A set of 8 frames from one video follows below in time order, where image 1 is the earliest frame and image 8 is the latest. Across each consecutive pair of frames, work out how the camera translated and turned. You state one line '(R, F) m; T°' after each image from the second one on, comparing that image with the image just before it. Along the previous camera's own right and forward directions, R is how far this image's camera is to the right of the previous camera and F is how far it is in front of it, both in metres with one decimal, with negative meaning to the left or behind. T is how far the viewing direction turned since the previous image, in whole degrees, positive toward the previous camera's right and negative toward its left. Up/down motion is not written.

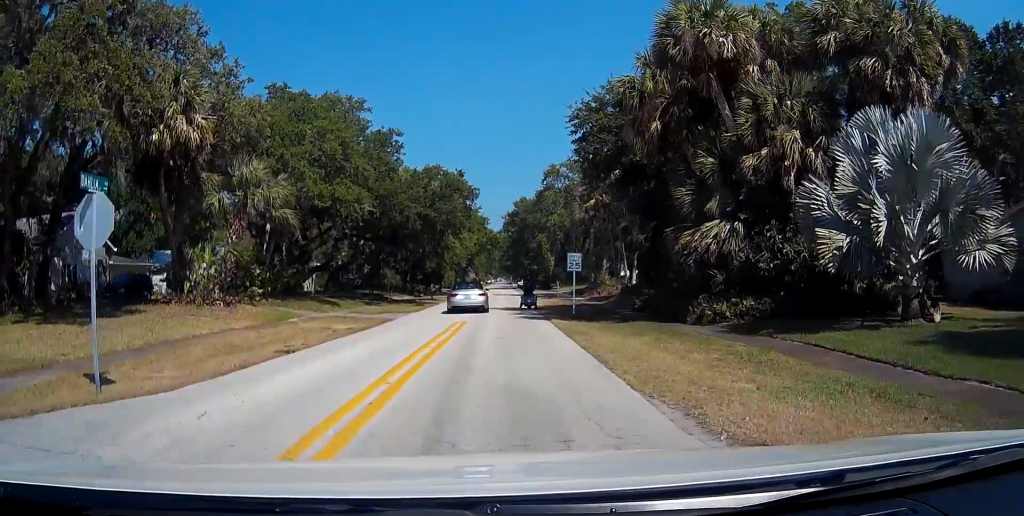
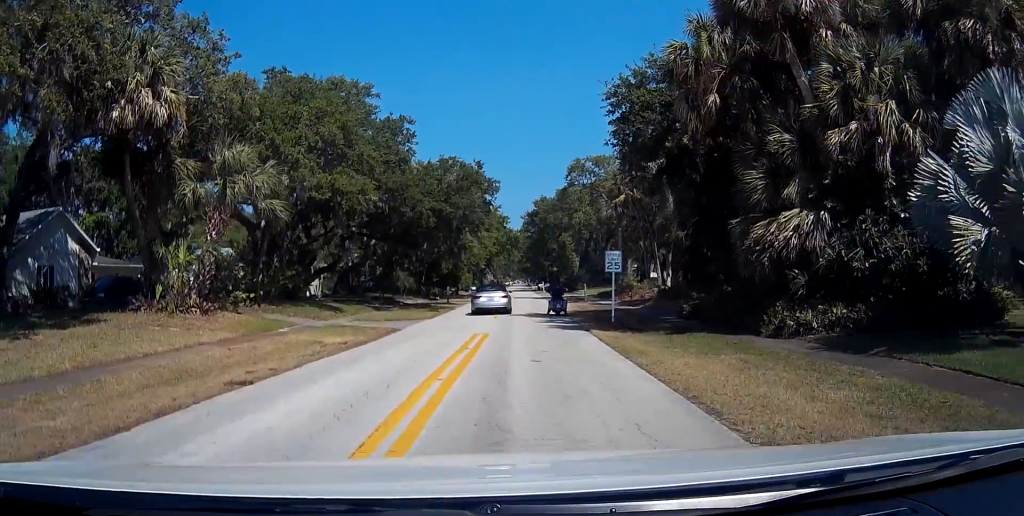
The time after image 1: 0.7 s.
(0.0, +4.6) m; 0°
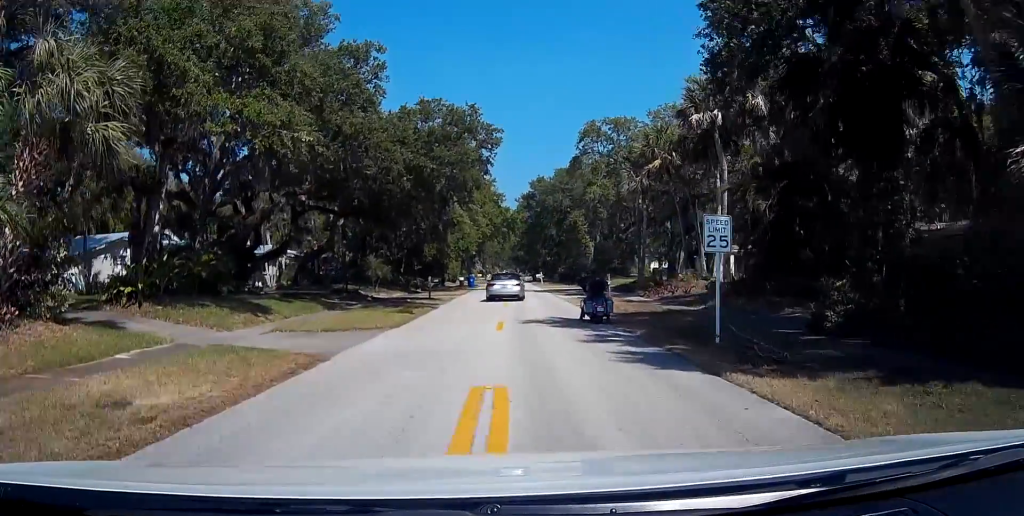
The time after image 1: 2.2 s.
(+0.1, +11.8) m; +2°
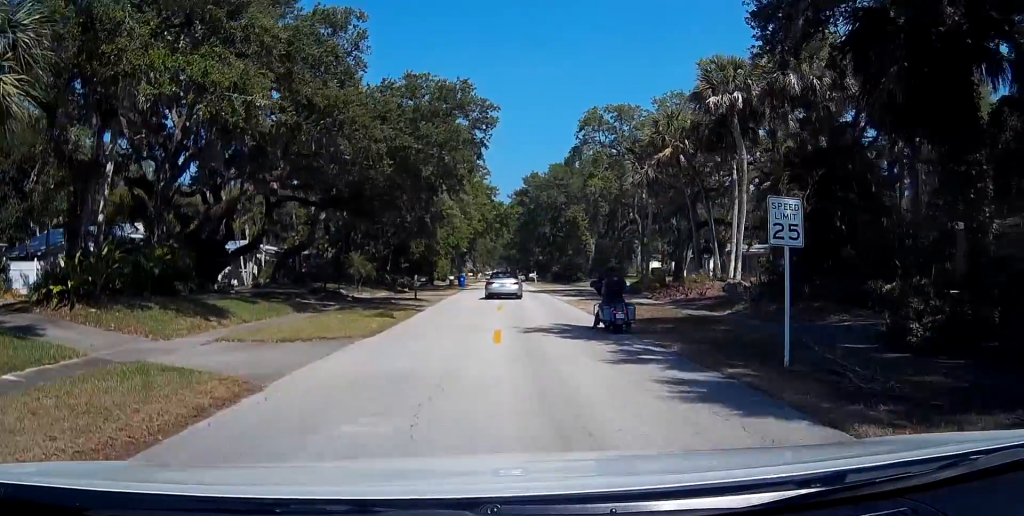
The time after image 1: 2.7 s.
(0.0, +3.6) m; +1°
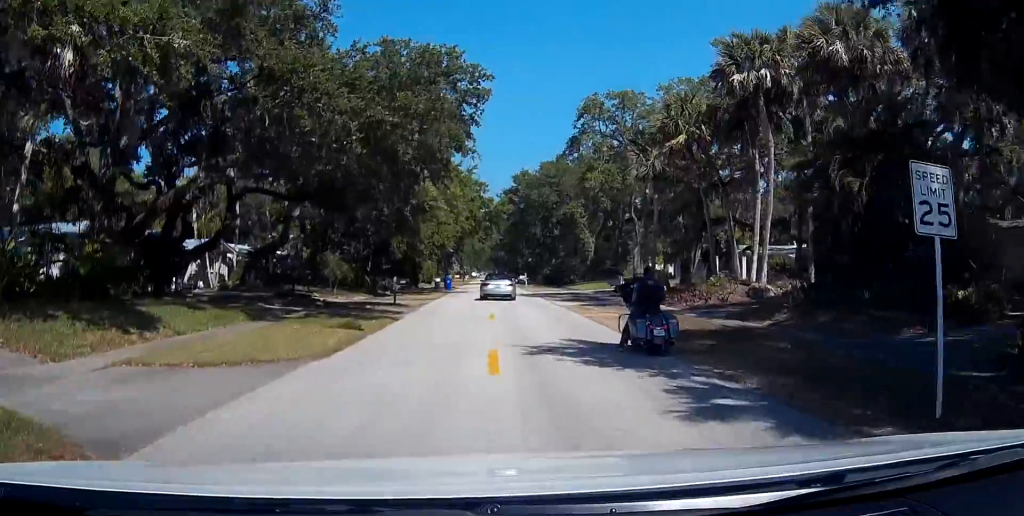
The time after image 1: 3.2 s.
(0.0, +4.2) m; +1°
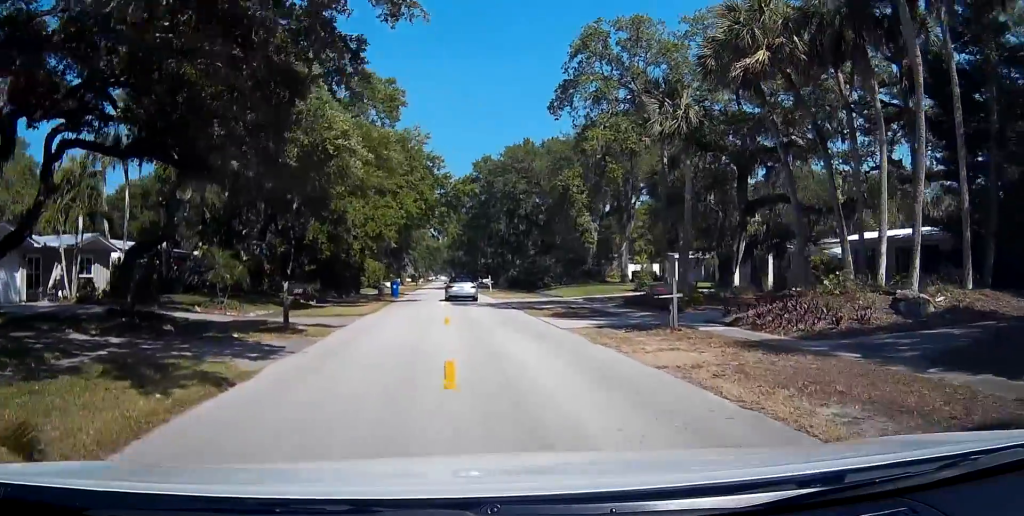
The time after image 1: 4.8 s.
(+0.4, +12.4) m; +2°
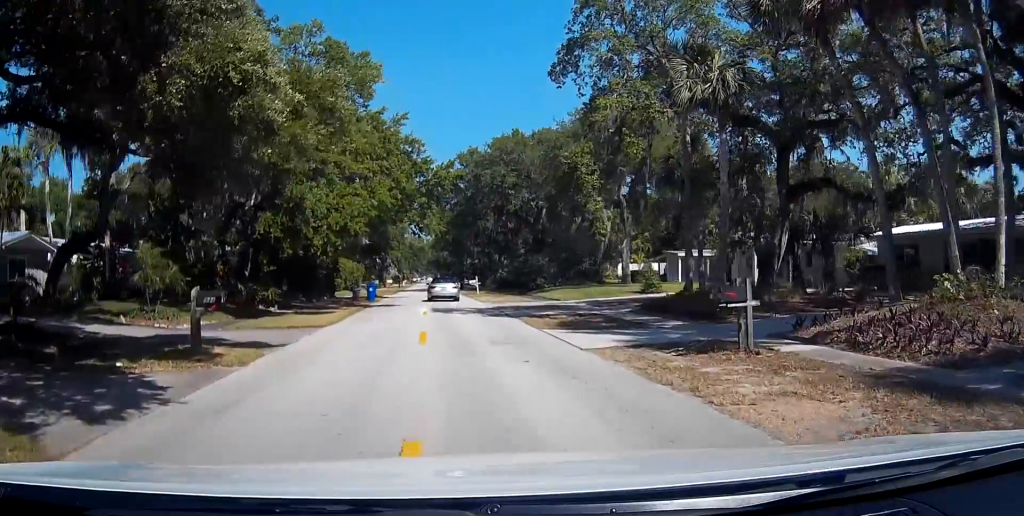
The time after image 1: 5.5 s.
(0.0, +5.3) m; -1°
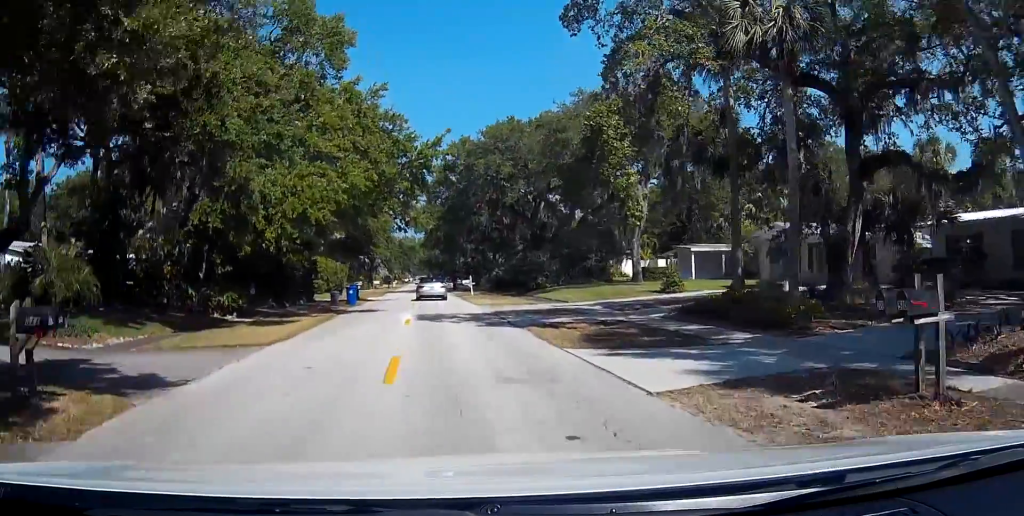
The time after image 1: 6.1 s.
(0.0, +5.3) m; -2°
